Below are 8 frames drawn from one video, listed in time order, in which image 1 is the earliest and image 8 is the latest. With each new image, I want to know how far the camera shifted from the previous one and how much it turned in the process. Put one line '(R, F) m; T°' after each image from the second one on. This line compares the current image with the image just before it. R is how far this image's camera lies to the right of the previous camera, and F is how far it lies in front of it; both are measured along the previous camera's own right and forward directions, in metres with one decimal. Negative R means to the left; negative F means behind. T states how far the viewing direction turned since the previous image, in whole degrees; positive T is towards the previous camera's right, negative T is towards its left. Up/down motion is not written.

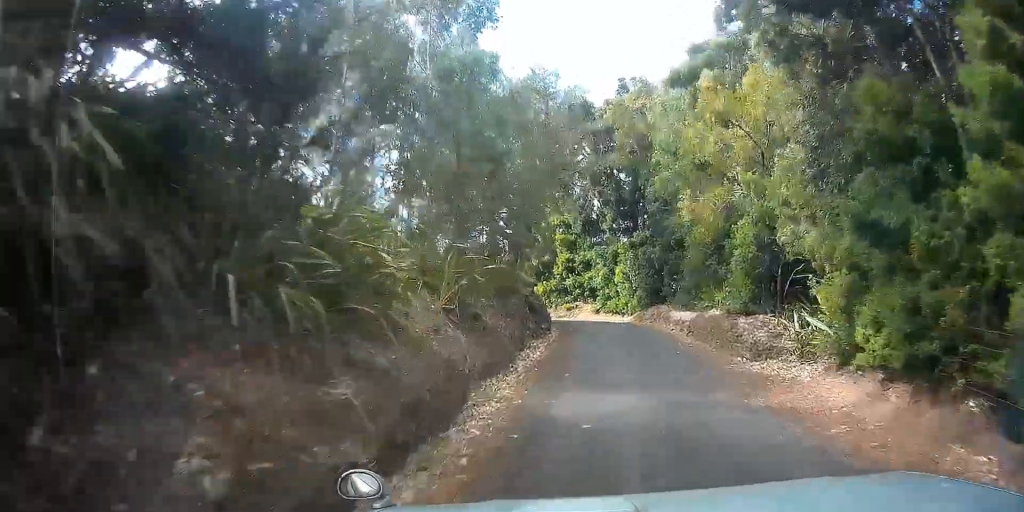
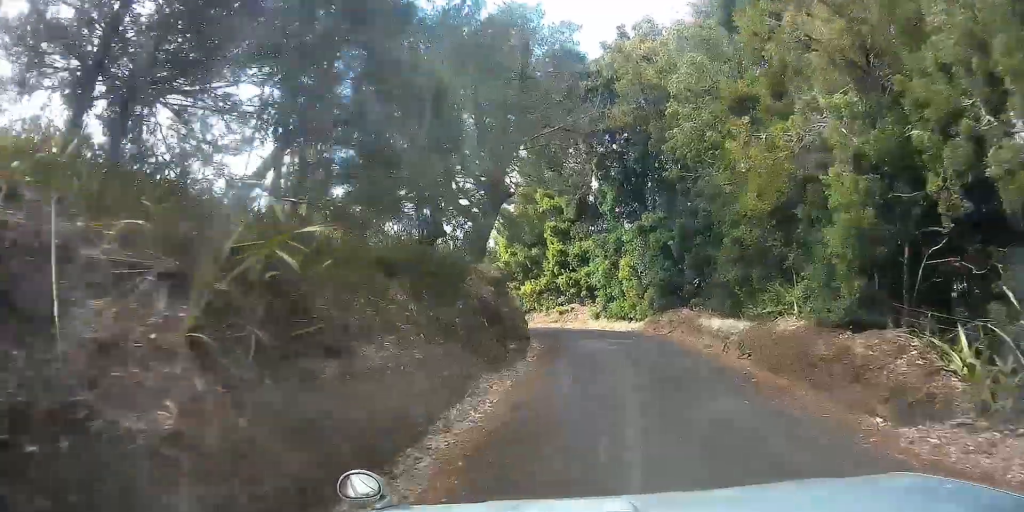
(+0.1, +6.0) m; 0°
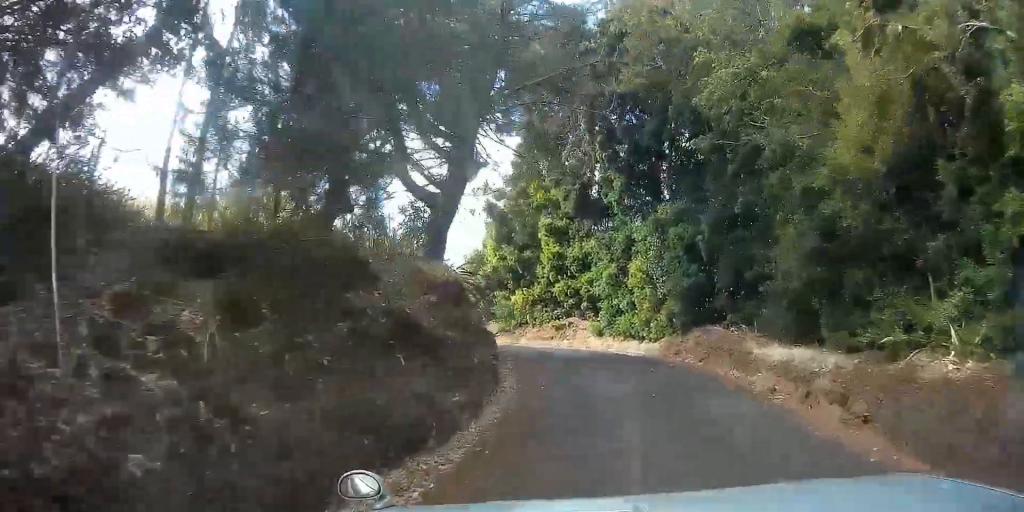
(+0.2, +4.6) m; -1°
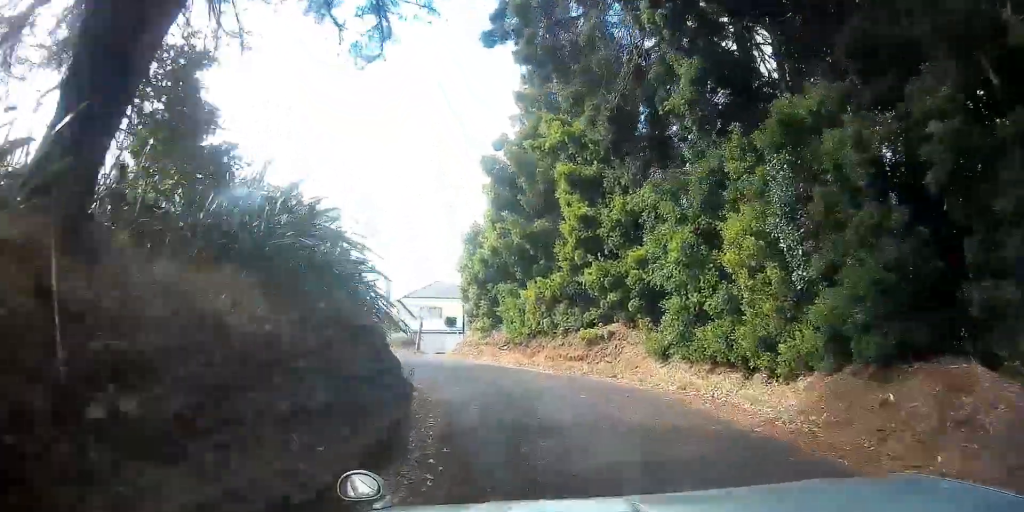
(-0.5, +9.3) m; -3°
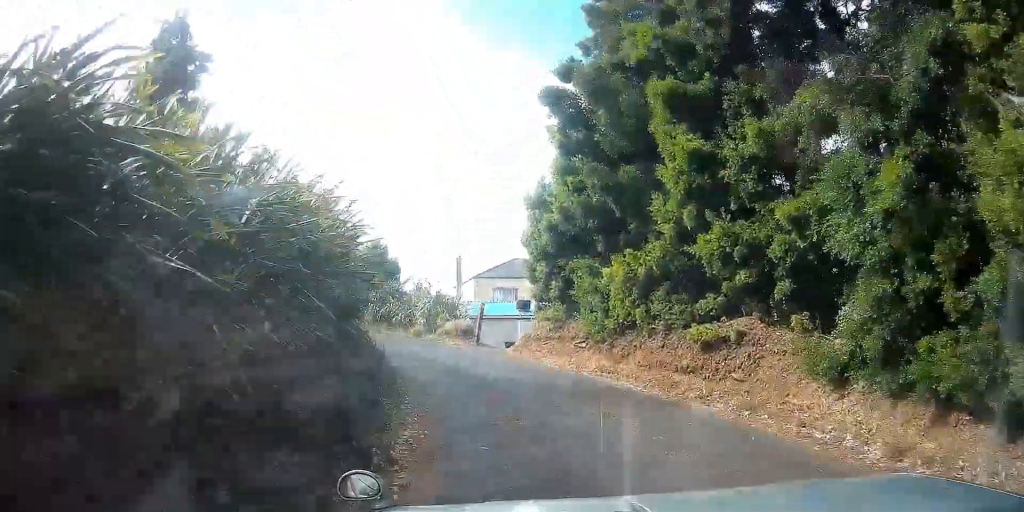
(0.0, +5.1) m; -5°
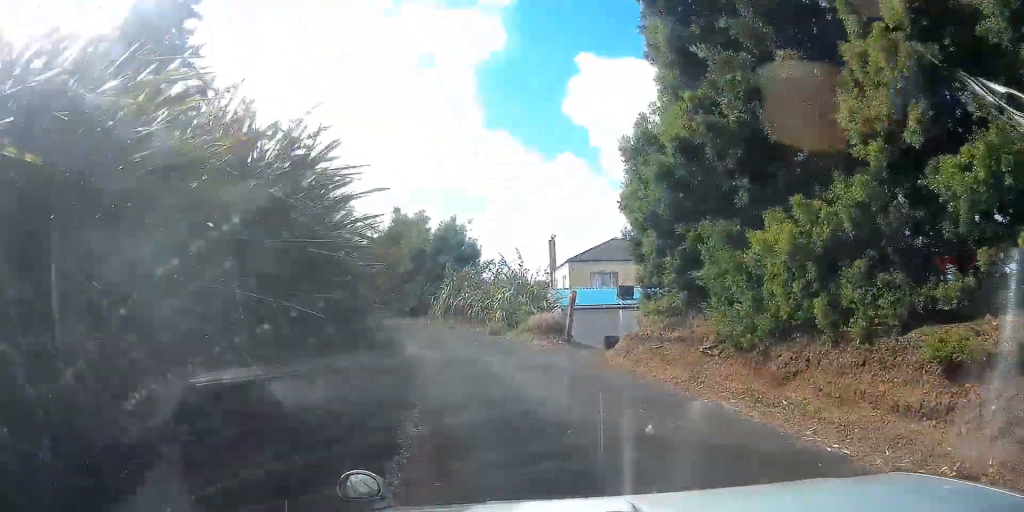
(-0.3, +4.7) m; -14°
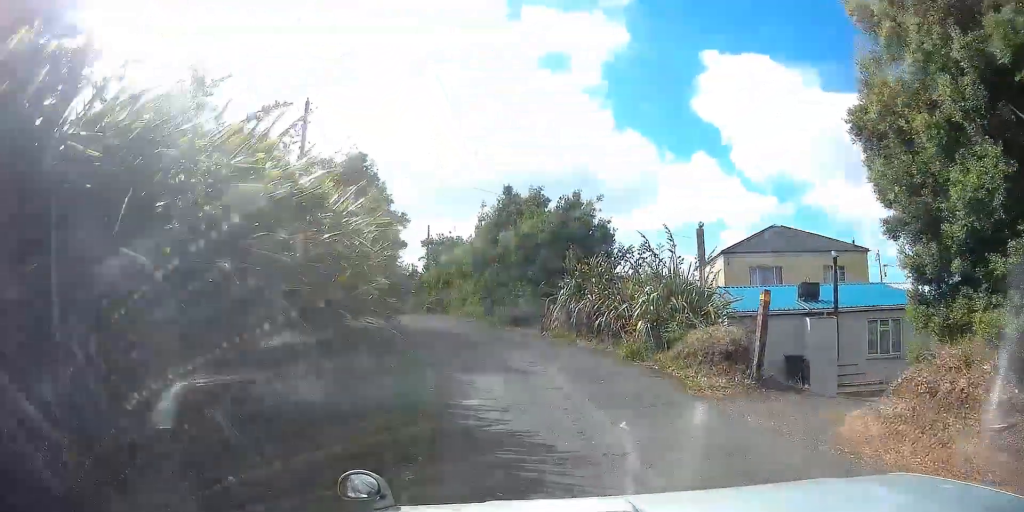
(-1.6, +6.2) m; -25°
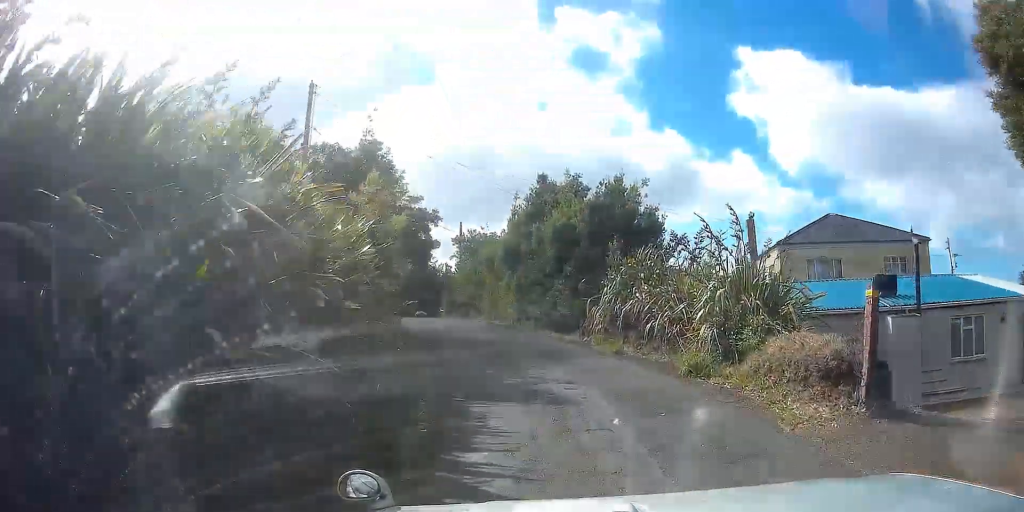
(-0.1, +2.3) m; -6°
